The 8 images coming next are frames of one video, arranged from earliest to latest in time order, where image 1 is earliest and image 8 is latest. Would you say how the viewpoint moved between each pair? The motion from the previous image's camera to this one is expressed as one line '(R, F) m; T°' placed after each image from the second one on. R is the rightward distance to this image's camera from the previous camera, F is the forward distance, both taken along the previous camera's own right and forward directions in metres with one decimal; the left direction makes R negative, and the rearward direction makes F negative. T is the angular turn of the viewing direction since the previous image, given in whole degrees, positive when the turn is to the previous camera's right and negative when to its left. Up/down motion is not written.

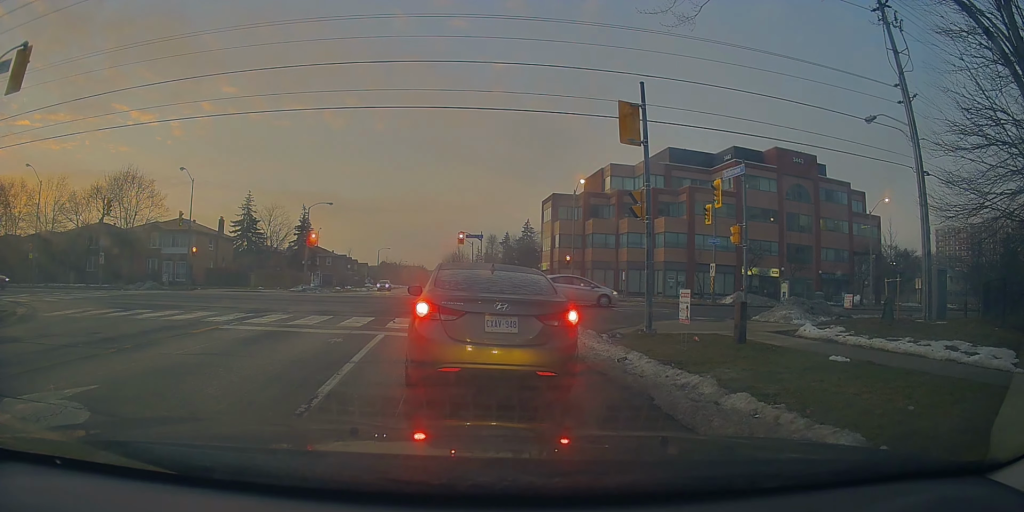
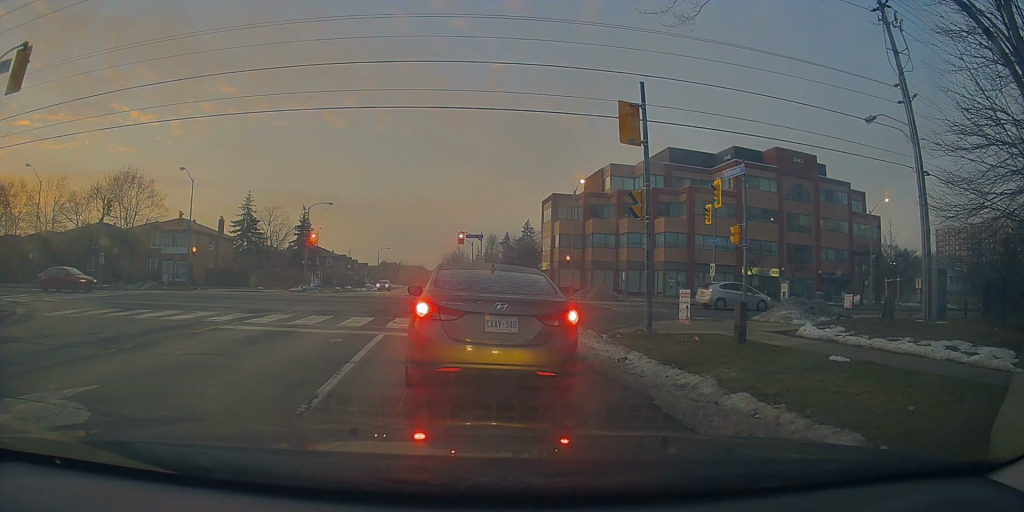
(0.0, 0.0) m; 0°
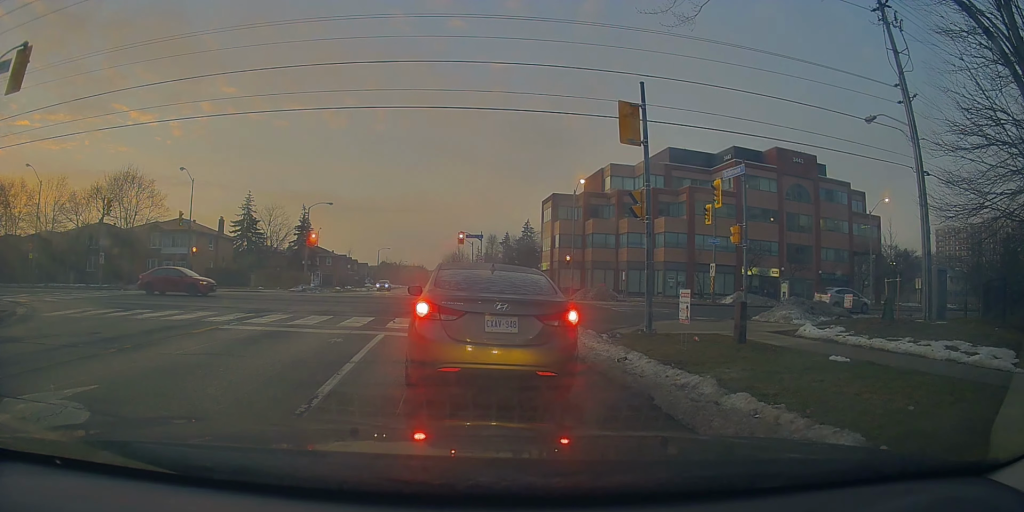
(0.0, 0.0) m; 0°
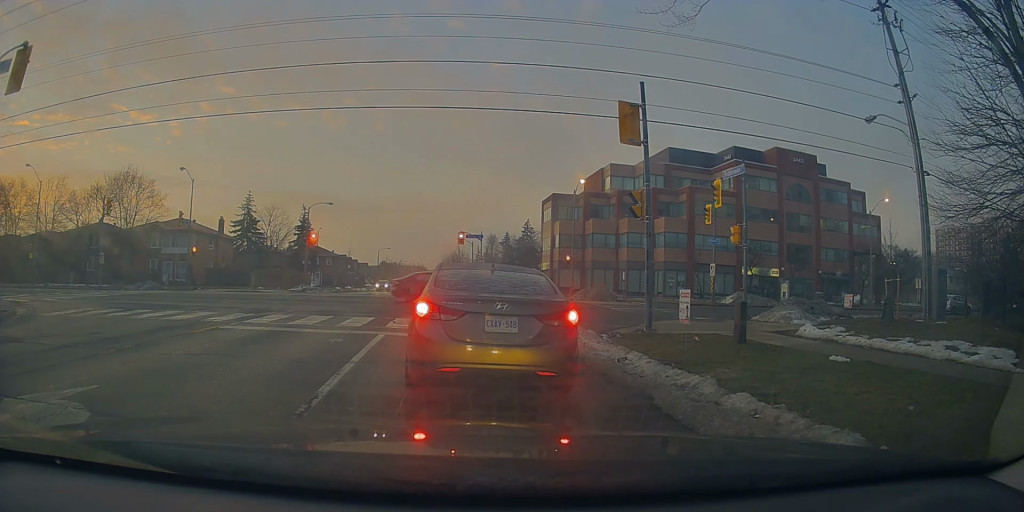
(0.0, 0.0) m; 0°
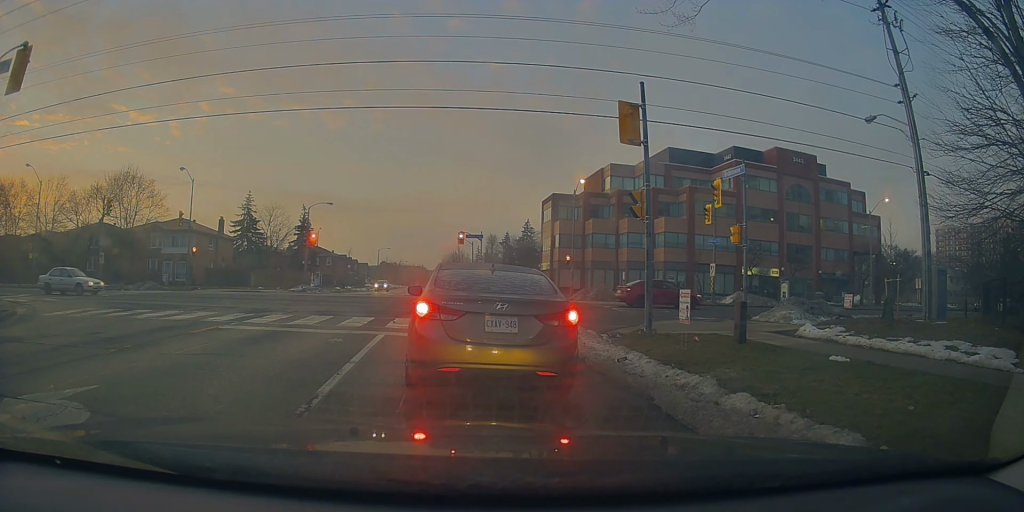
(0.0, 0.0) m; 0°
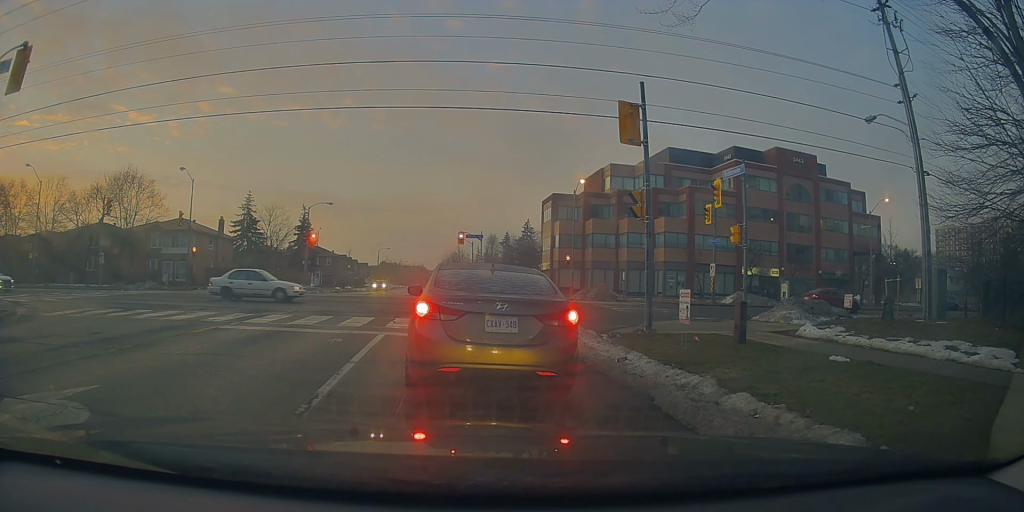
(0.0, 0.0) m; 0°
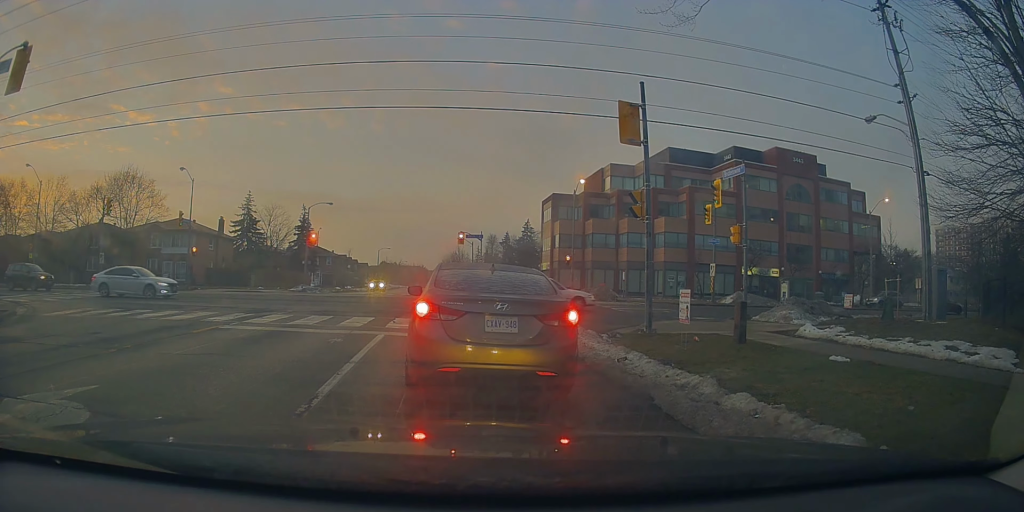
(0.0, 0.0) m; 0°
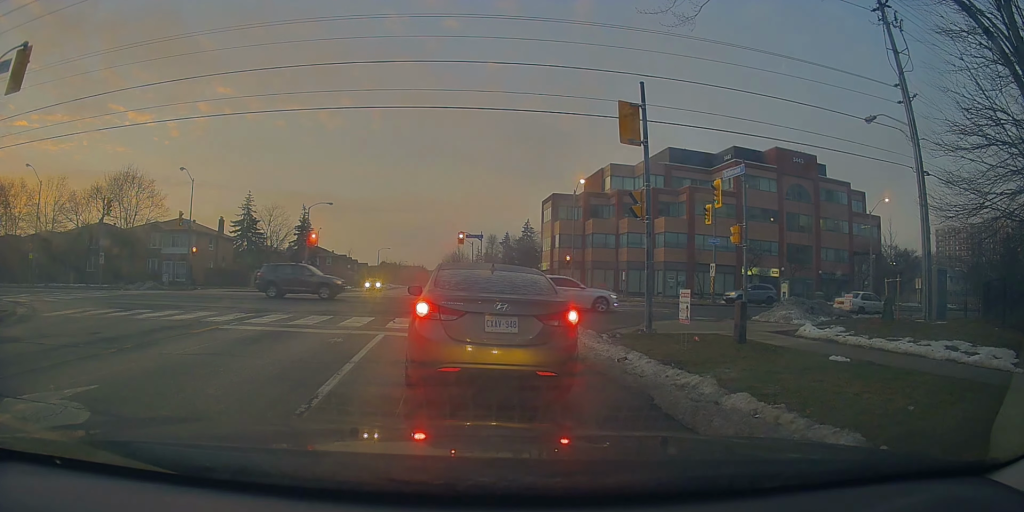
(0.0, 0.0) m; 0°
